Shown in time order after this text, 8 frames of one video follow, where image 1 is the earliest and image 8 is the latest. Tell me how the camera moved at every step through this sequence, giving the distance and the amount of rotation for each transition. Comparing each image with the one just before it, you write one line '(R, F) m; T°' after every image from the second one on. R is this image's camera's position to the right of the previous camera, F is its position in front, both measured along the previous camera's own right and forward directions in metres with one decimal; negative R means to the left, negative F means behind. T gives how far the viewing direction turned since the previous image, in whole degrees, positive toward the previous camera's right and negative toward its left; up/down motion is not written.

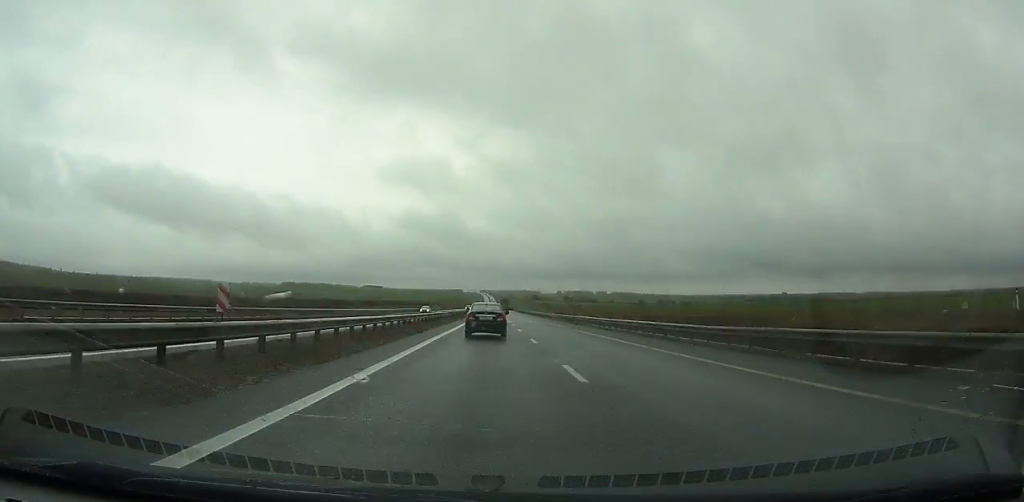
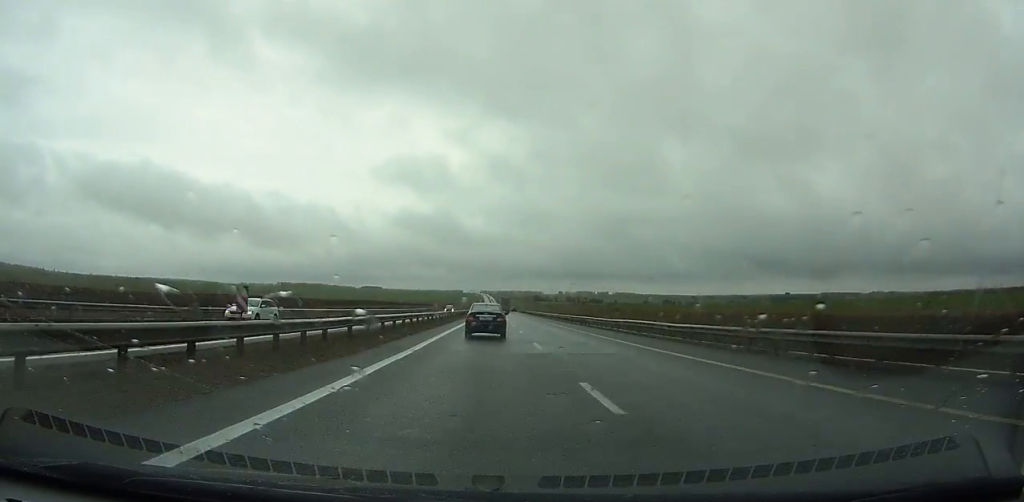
(0.0, +39.6) m; 0°
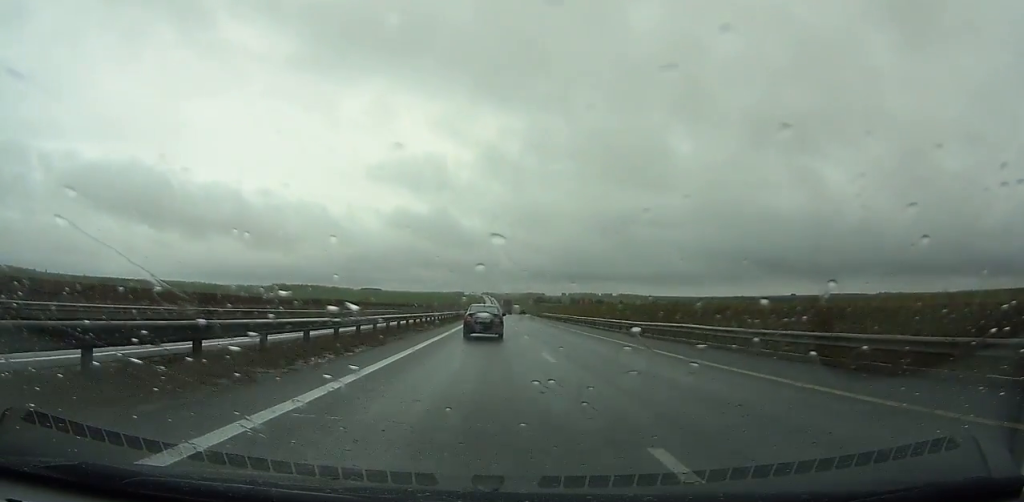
(0.0, +53.5) m; 0°
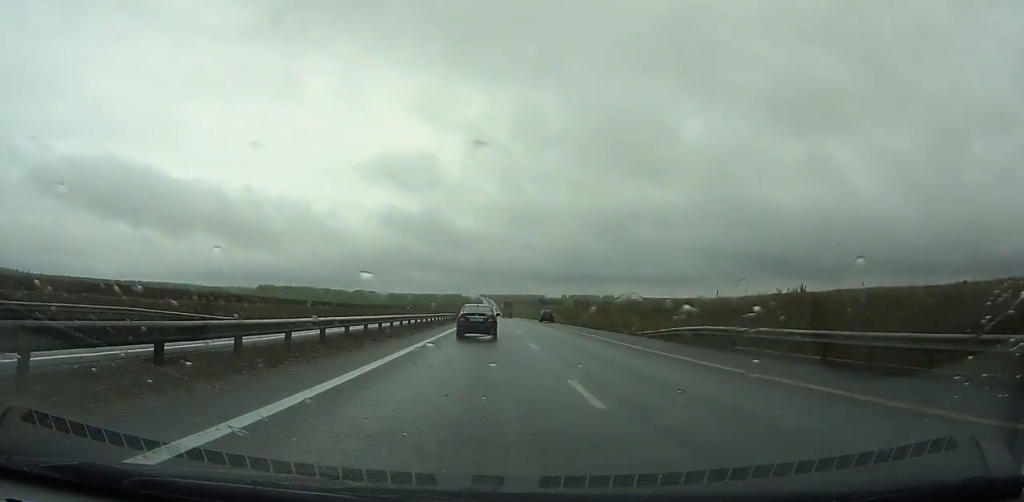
(0.0, +78.7) m; 0°
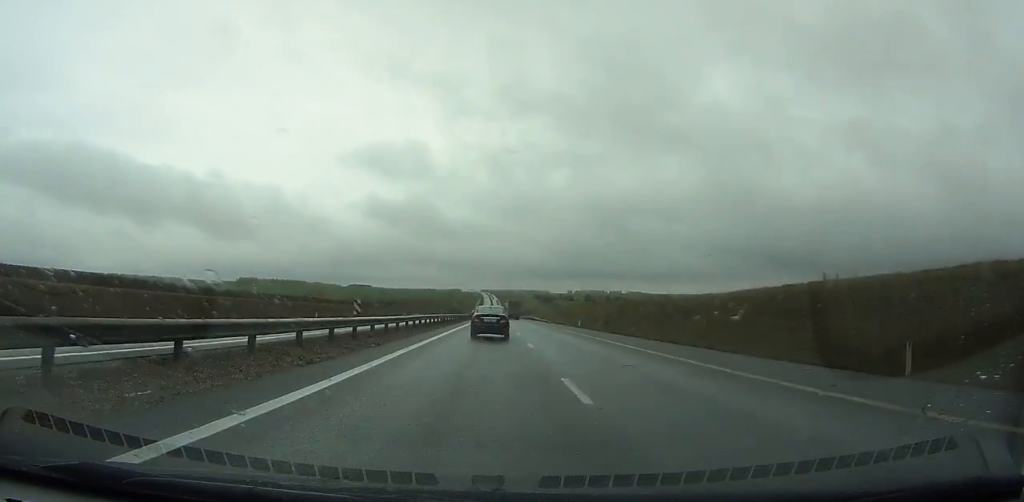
(-0.1, +135.0) m; 0°
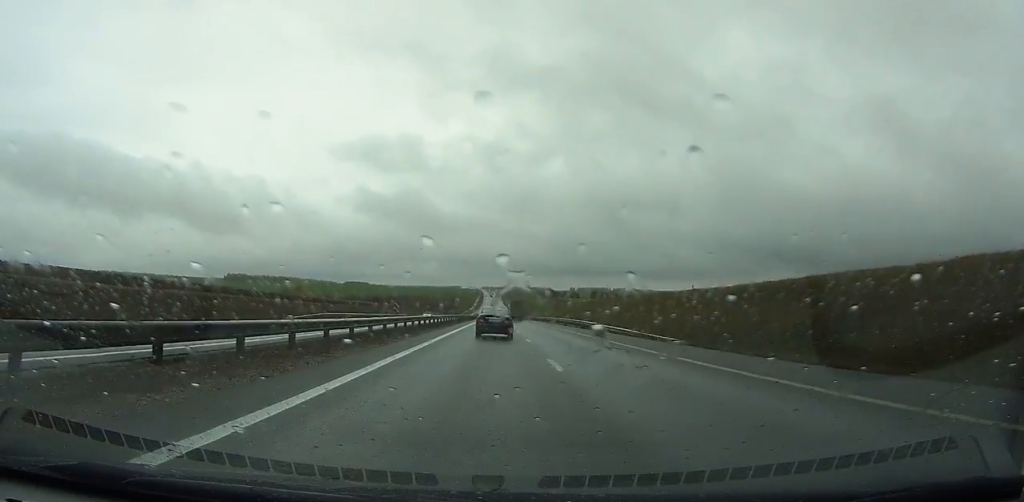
(0.0, +68.0) m; 0°
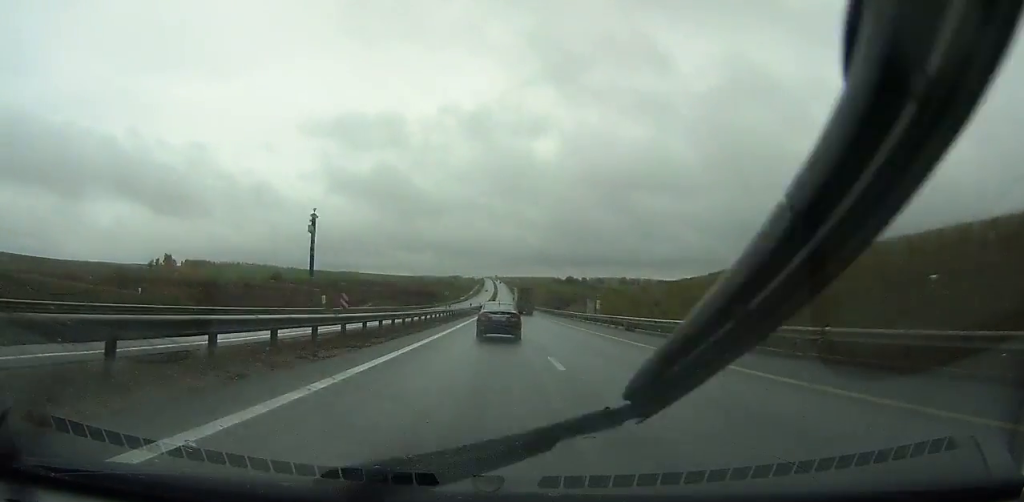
(-0.3, +202.4) m; 0°
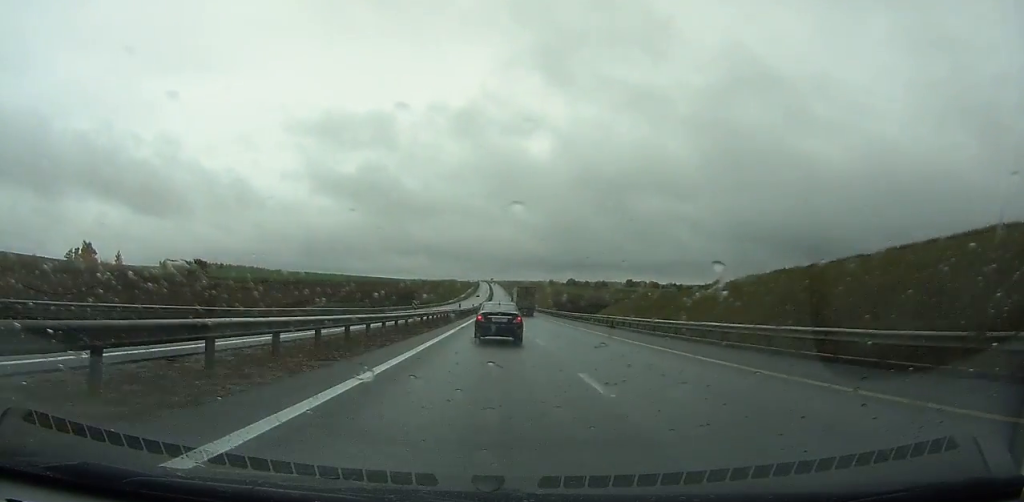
(-0.3, +62.6) m; 0°
